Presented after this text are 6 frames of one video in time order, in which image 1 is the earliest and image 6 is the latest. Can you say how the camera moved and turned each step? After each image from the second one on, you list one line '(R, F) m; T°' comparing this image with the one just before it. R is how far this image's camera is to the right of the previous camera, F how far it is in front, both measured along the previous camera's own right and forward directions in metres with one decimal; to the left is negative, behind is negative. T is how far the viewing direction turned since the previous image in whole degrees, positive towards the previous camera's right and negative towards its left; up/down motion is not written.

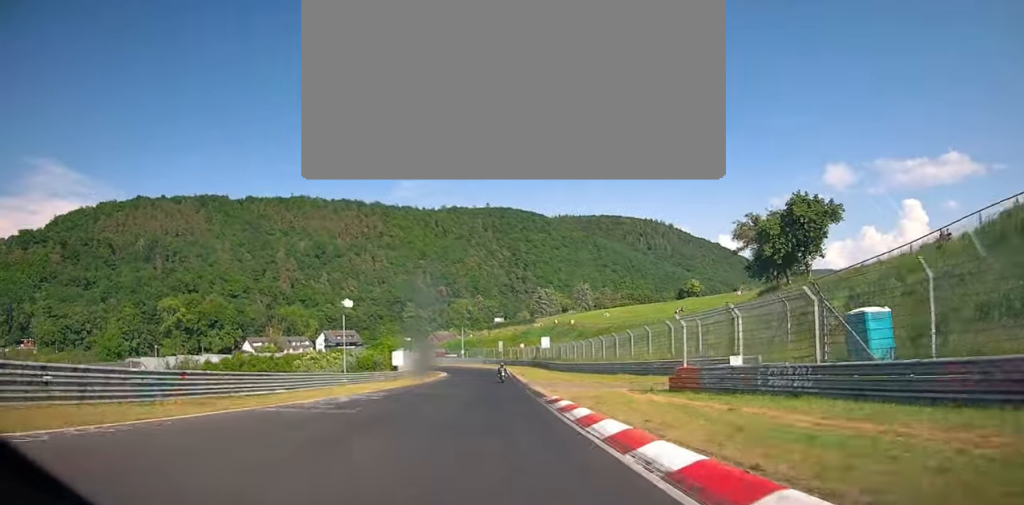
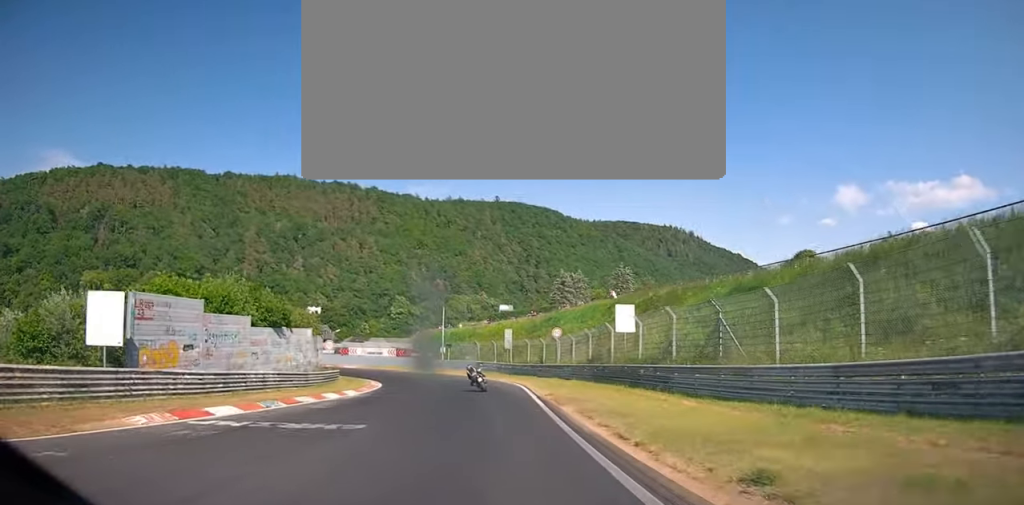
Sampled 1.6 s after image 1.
(+3.8, +52.0) m; +2°
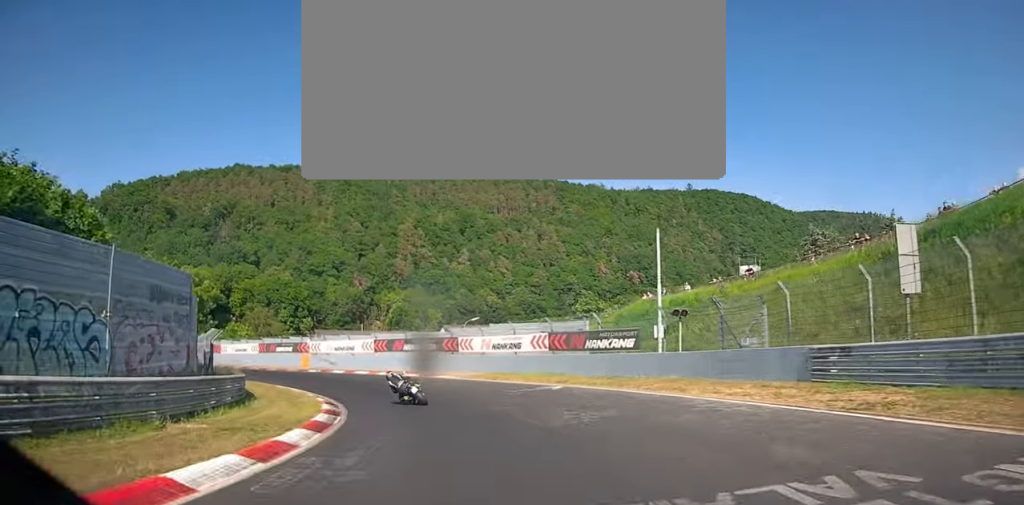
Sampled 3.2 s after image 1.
(-5.7, +42.8) m; -22°
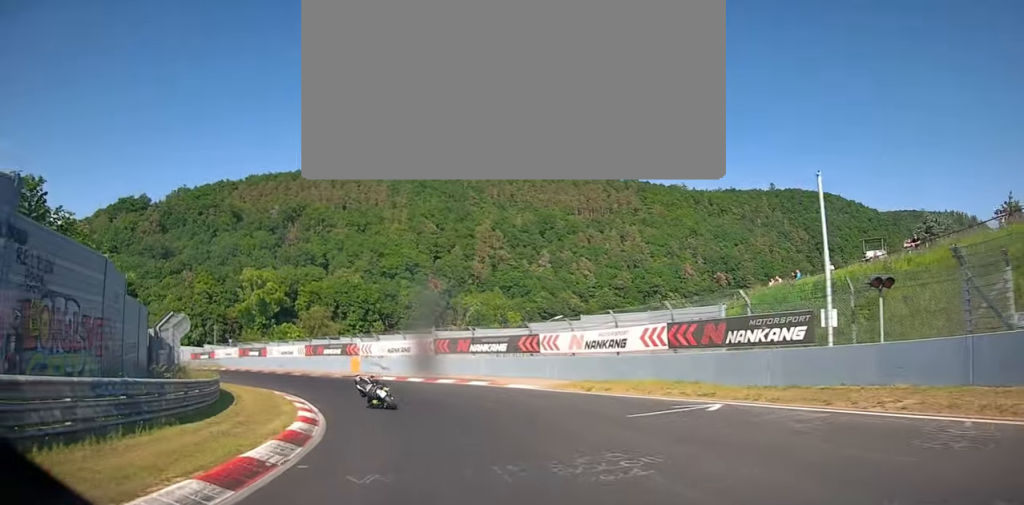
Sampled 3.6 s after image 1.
(-1.1, +8.9) m; -10°
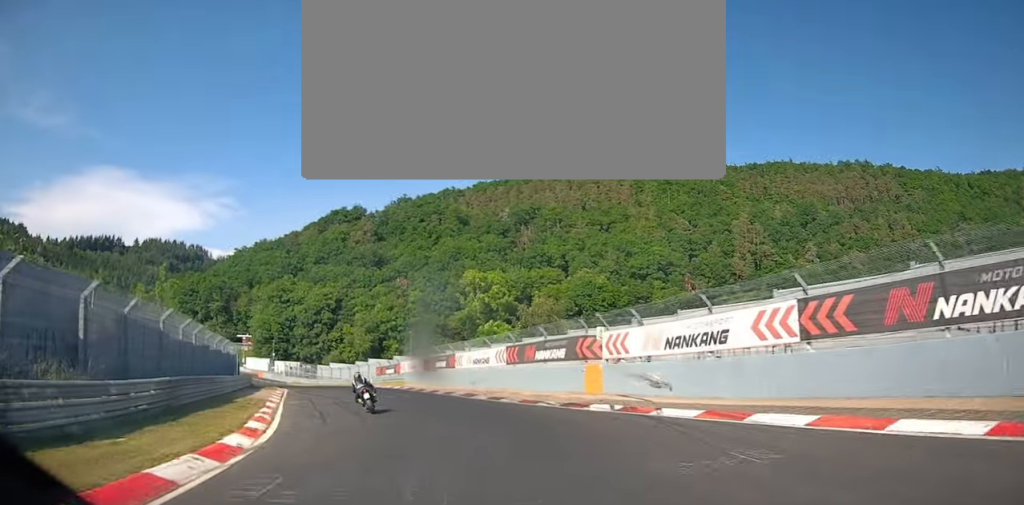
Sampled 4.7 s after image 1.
(-5.7, +21.1) m; -27°
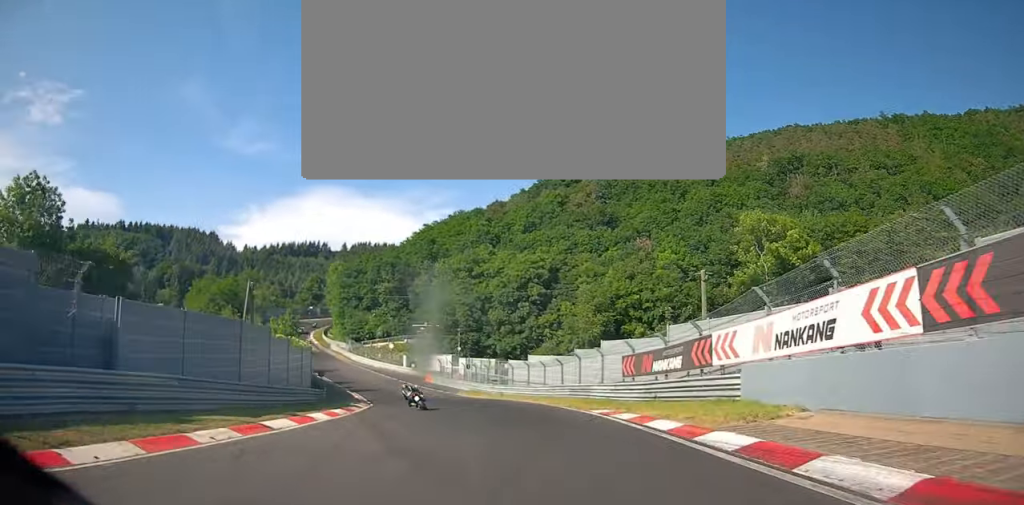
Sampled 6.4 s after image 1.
(-9.8, +38.6) m; -24°
